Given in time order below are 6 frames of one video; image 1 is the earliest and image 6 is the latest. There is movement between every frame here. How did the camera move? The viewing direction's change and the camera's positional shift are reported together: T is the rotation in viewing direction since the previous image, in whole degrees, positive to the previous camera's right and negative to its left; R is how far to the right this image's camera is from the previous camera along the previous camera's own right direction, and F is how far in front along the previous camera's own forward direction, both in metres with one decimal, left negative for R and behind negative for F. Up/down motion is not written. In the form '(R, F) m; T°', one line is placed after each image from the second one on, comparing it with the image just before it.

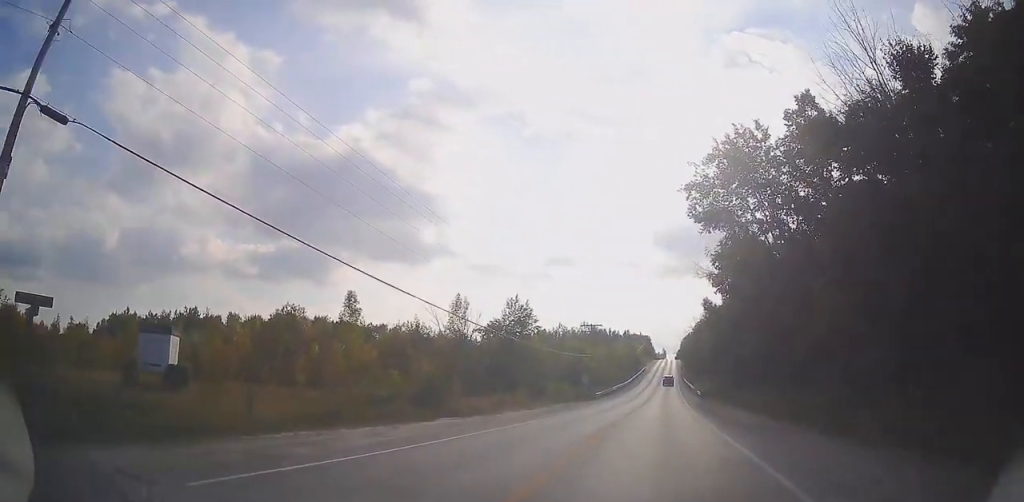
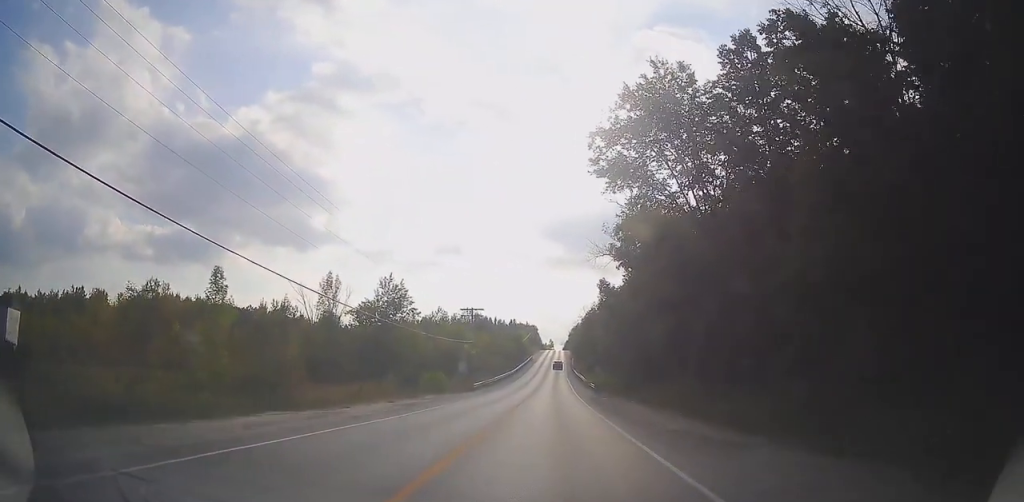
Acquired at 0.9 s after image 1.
(+0.3, +6.7) m; +3°
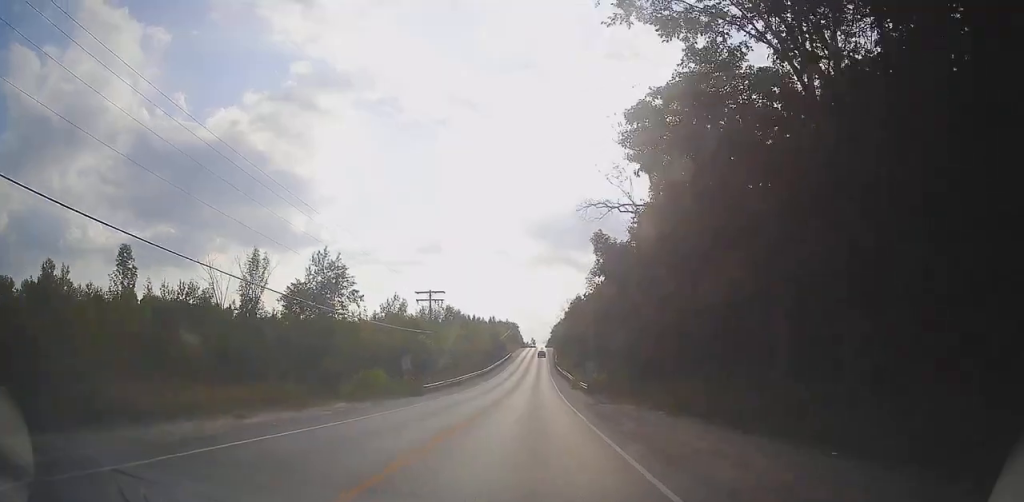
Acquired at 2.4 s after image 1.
(0.0, +14.3) m; -1°
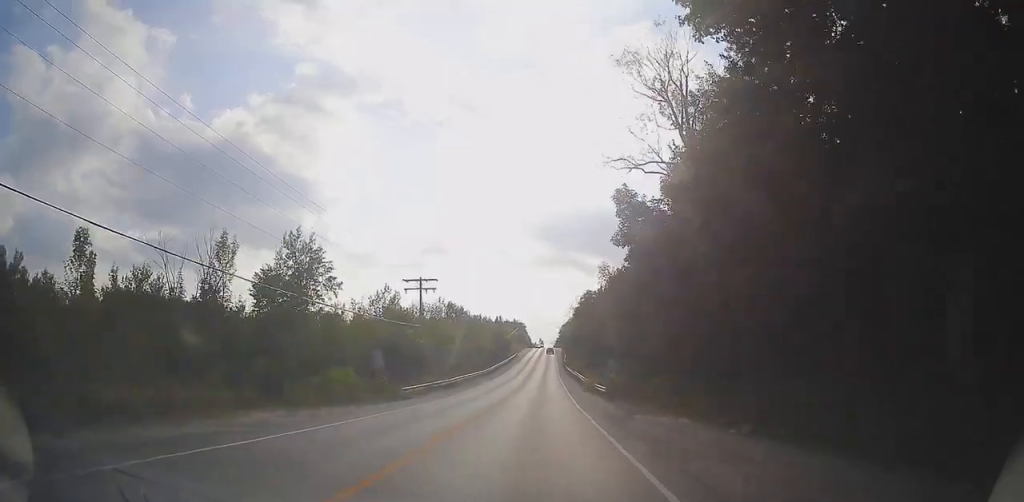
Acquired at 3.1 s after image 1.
(0.0, +7.8) m; -1°
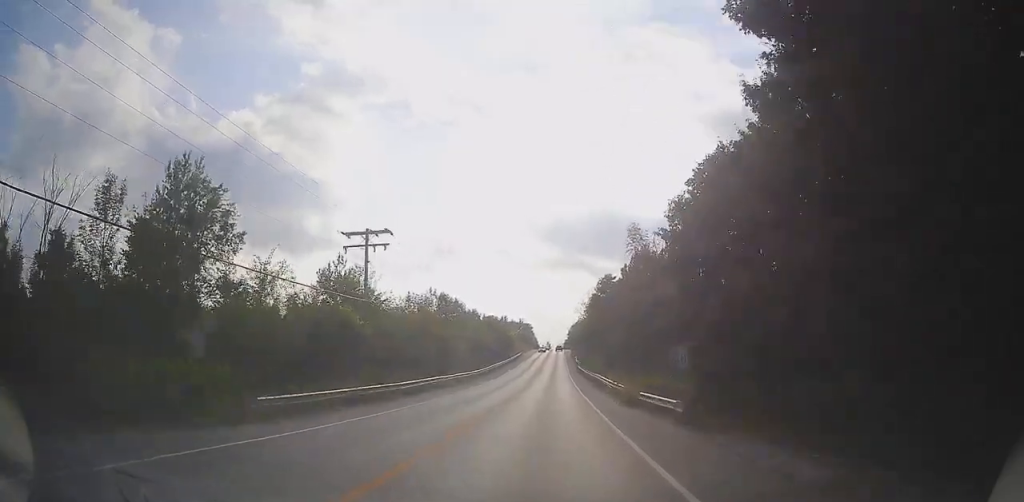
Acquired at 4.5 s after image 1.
(-0.2, +17.7) m; +1°
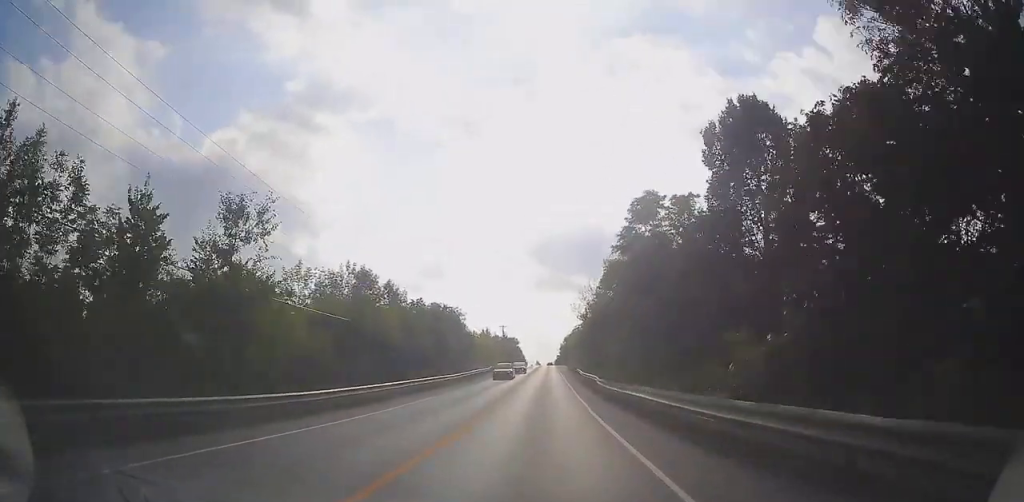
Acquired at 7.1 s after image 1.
(+1.6, +38.4) m; +4°
